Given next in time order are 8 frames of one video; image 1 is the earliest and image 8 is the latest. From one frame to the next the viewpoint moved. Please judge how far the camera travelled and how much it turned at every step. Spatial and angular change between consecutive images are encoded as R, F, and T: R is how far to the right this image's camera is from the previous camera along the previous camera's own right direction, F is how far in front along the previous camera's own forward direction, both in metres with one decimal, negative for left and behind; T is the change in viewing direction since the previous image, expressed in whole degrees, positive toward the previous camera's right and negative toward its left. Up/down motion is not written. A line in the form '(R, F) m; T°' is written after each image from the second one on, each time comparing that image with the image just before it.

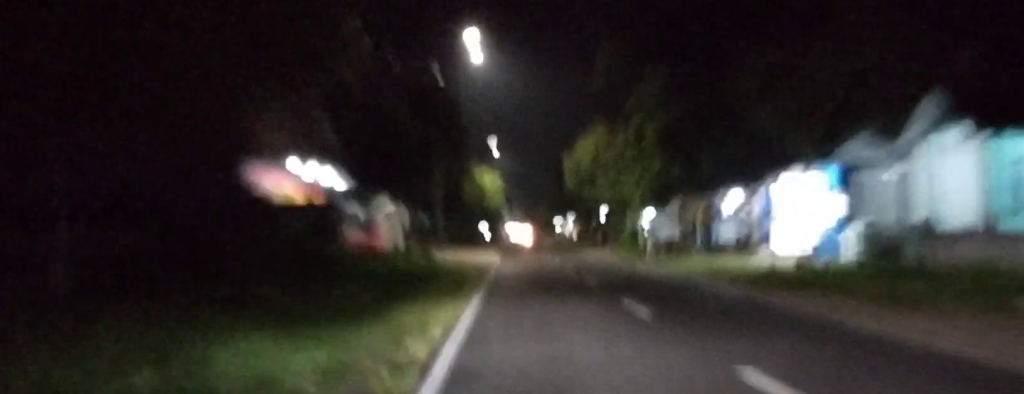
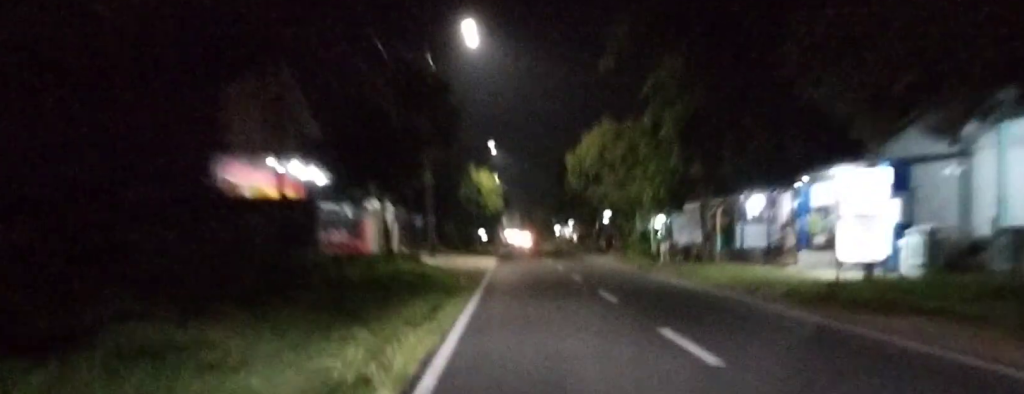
(+0.1, +4.5) m; +1°
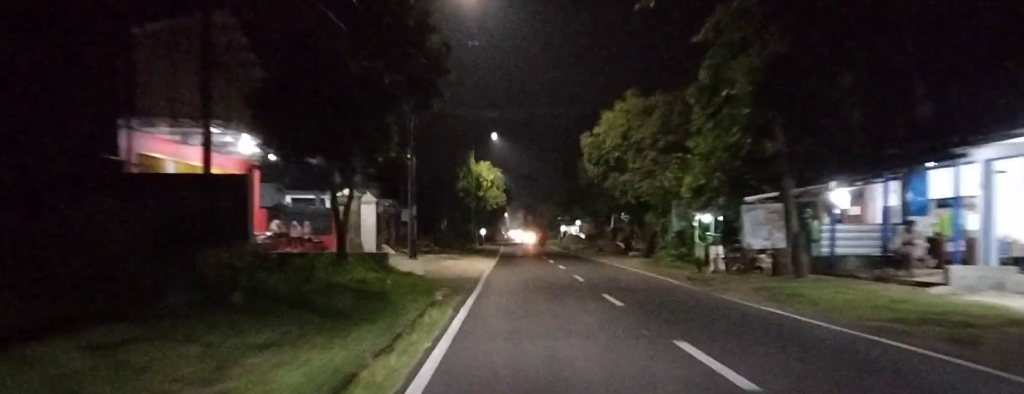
(+0.1, +8.7) m; 0°
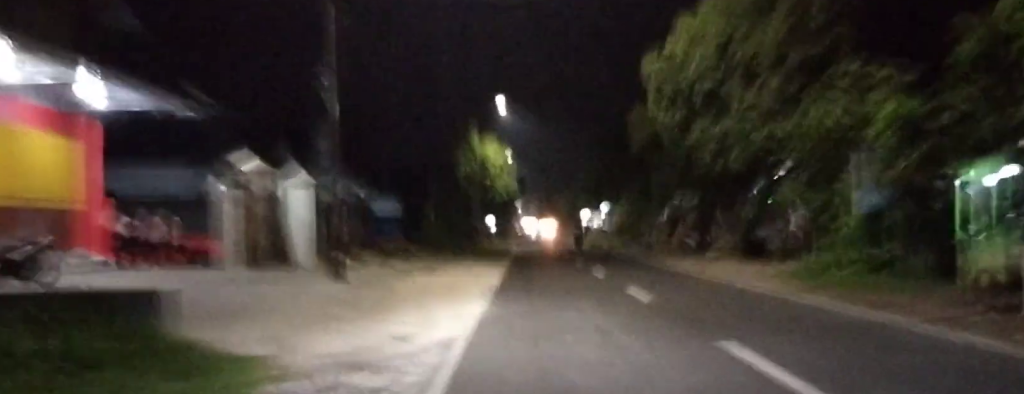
(-0.2, +15.6) m; -1°
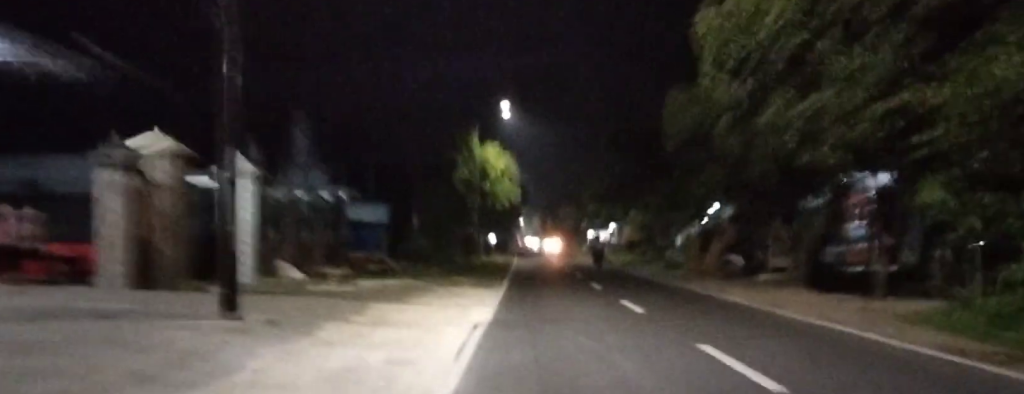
(0.0, +6.5) m; 0°
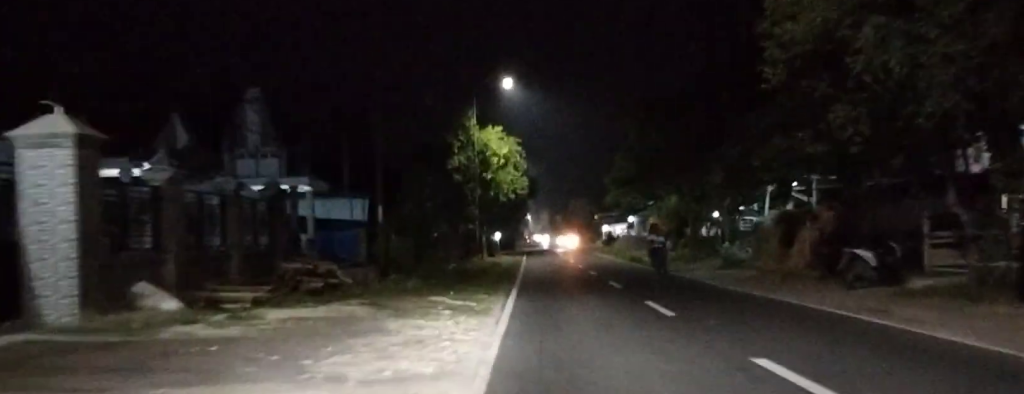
(0.0, +8.9) m; 0°
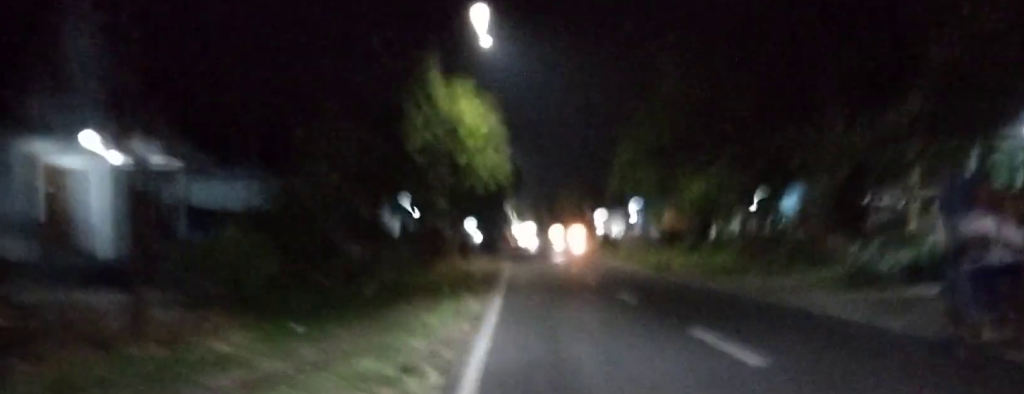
(0.0, +13.2) m; 0°
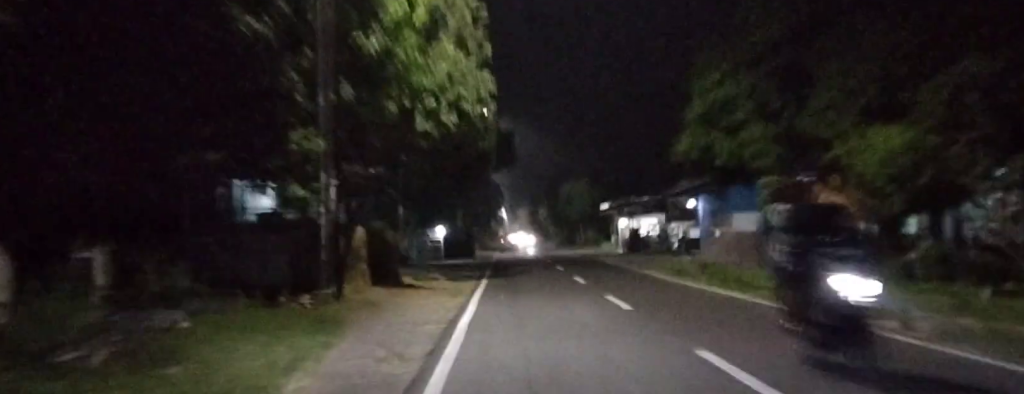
(-0.1, +24.5) m; 0°
